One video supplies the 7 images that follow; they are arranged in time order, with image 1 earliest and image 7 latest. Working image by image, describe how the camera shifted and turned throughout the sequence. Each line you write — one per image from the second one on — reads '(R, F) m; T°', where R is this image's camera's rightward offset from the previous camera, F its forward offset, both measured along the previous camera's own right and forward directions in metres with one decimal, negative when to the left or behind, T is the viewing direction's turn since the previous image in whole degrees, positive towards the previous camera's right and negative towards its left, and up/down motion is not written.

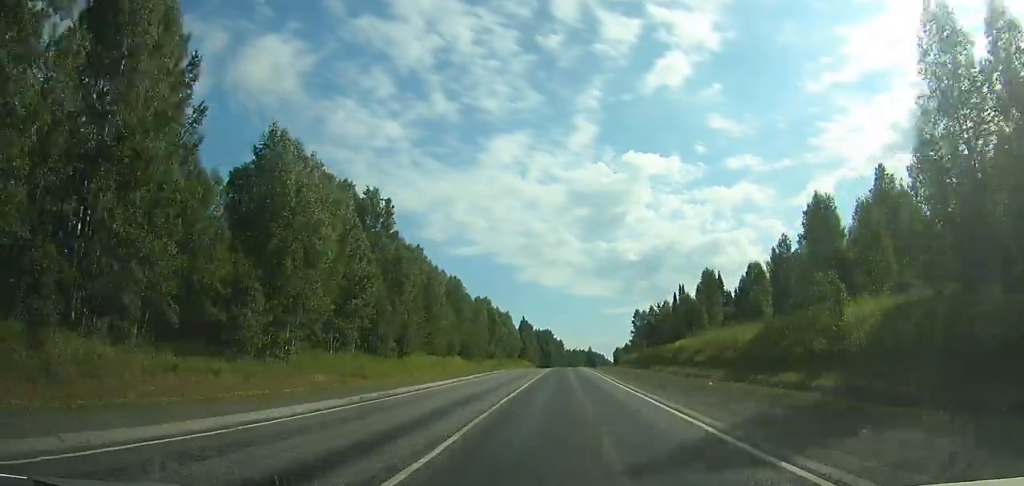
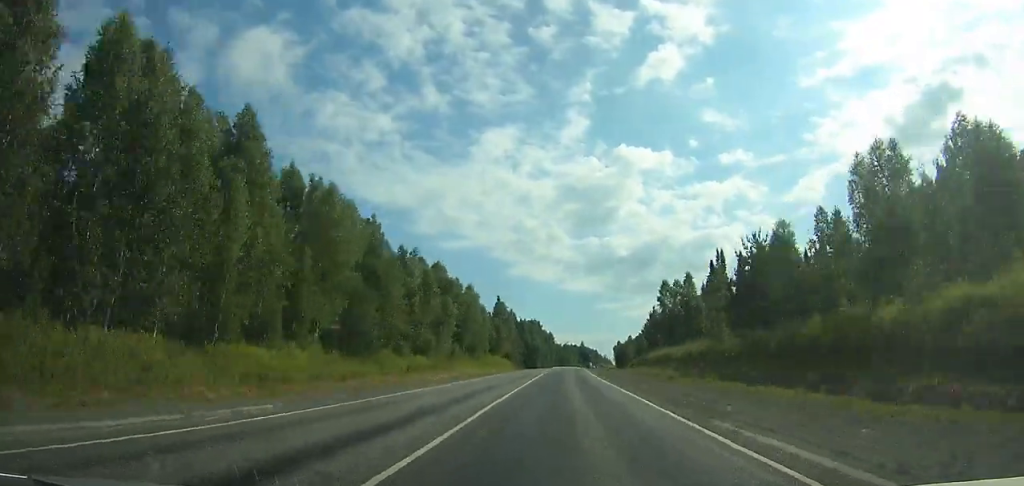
(+0.3, +57.2) m; +1°
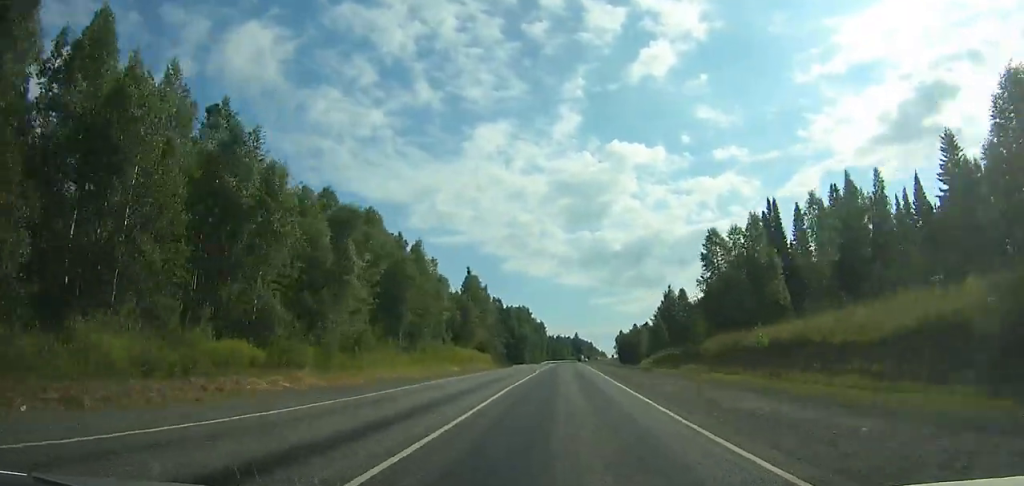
(+0.1, +39.7) m; +1°
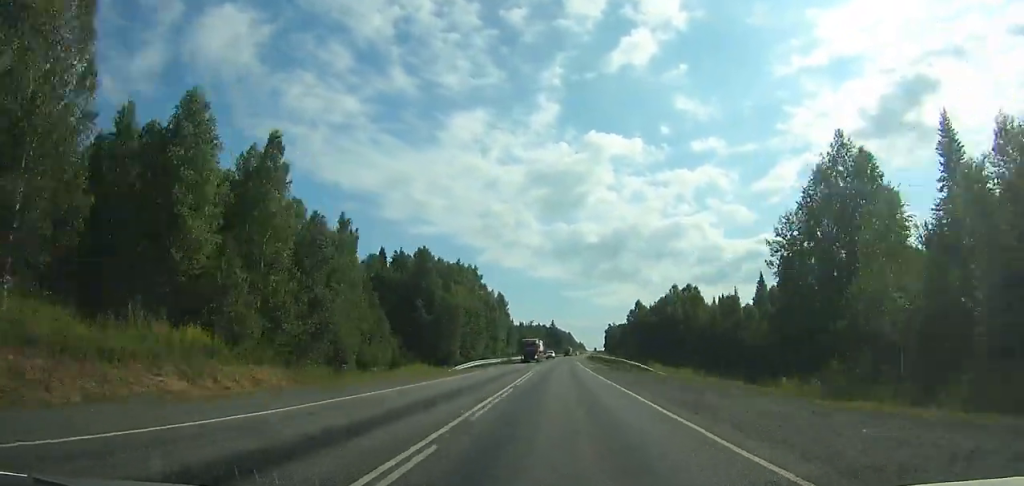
(+1.8, +102.8) m; +2°
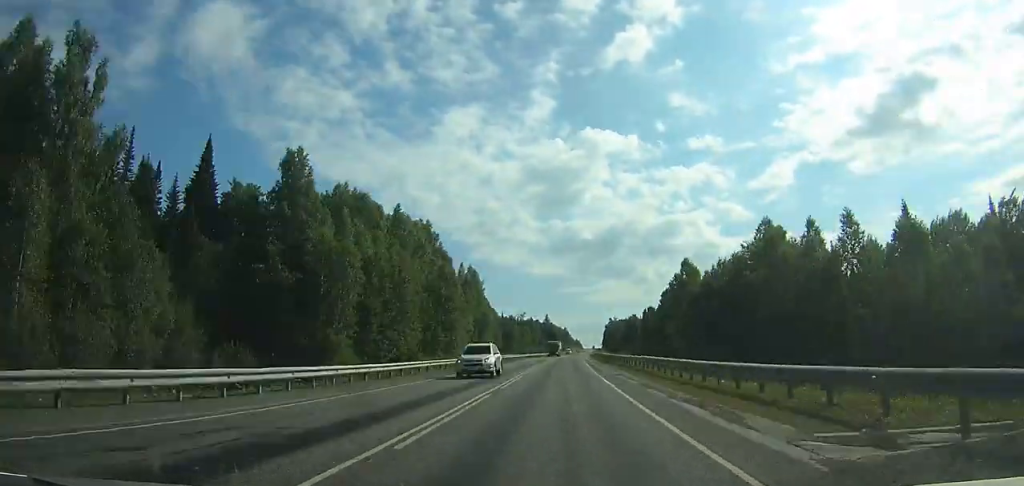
(+0.3, +50.9) m; +1°
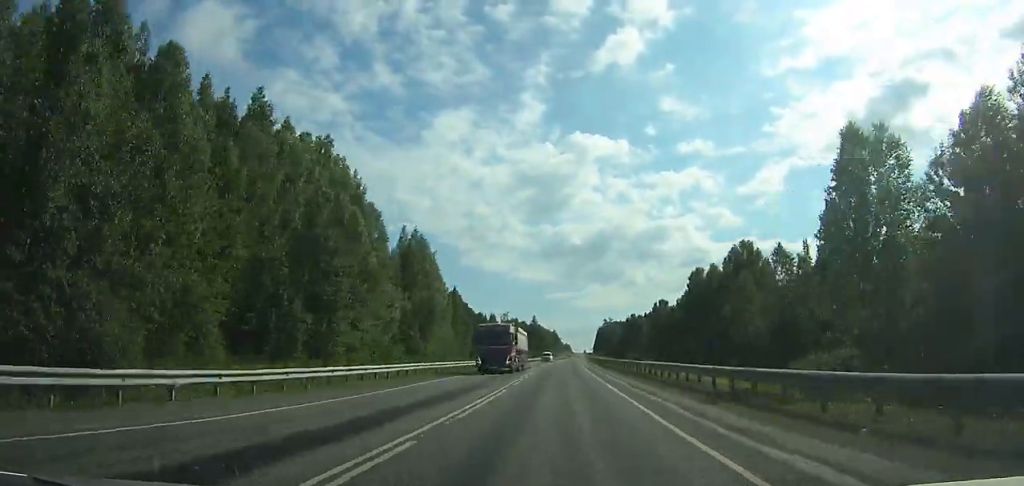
(+0.4, +44.4) m; +1°
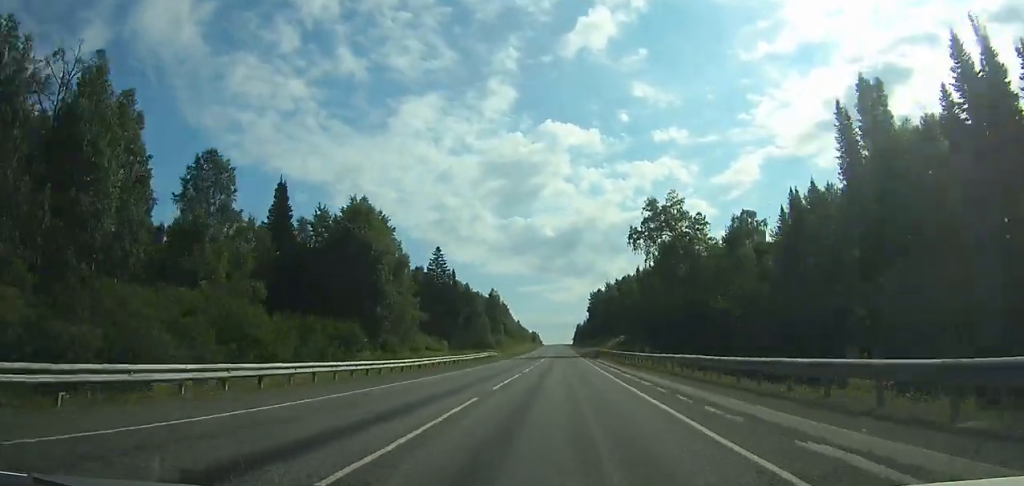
(+9.5, +278.5) m; +3°
